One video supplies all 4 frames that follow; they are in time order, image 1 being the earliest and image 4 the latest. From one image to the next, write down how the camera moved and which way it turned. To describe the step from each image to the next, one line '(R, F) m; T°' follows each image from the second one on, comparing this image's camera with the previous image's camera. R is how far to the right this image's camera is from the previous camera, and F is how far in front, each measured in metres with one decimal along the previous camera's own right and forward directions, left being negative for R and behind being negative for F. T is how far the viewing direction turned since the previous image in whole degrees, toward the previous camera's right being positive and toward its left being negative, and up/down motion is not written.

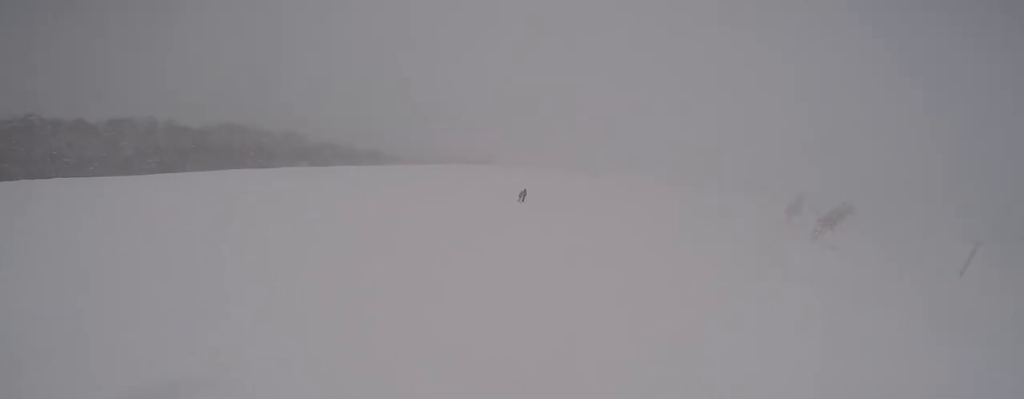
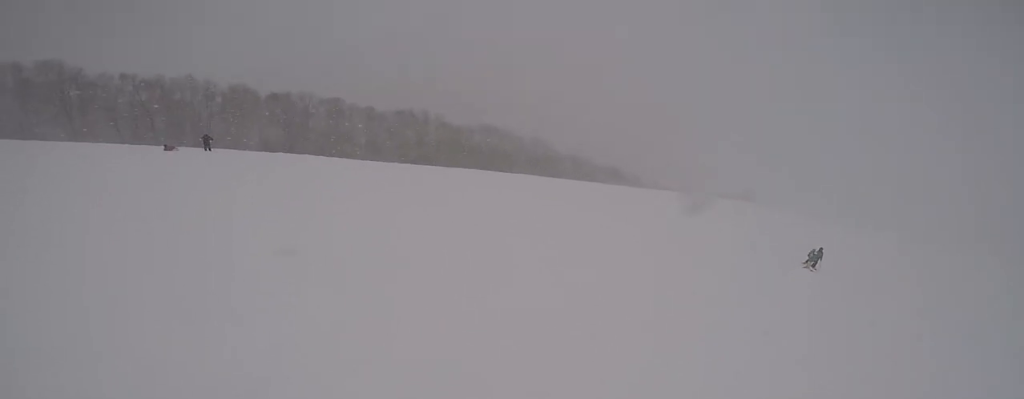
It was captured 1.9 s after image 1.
(-4.0, +10.4) m; -35°
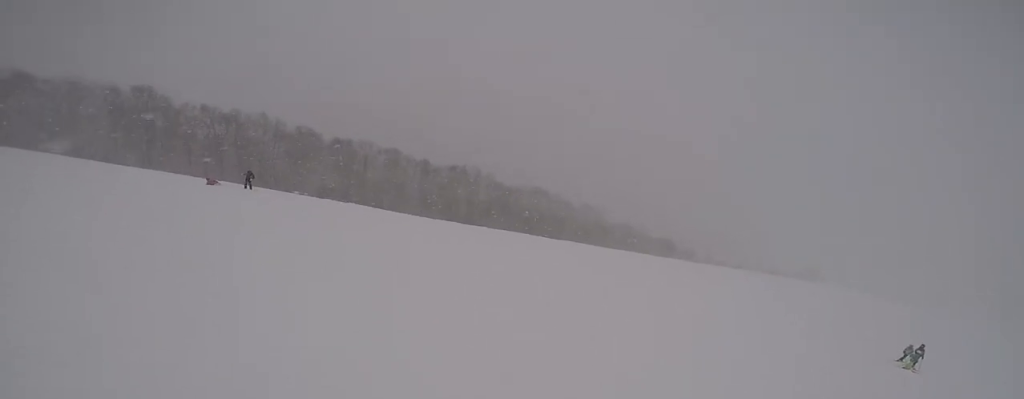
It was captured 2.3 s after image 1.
(0.0, +2.7) m; -7°
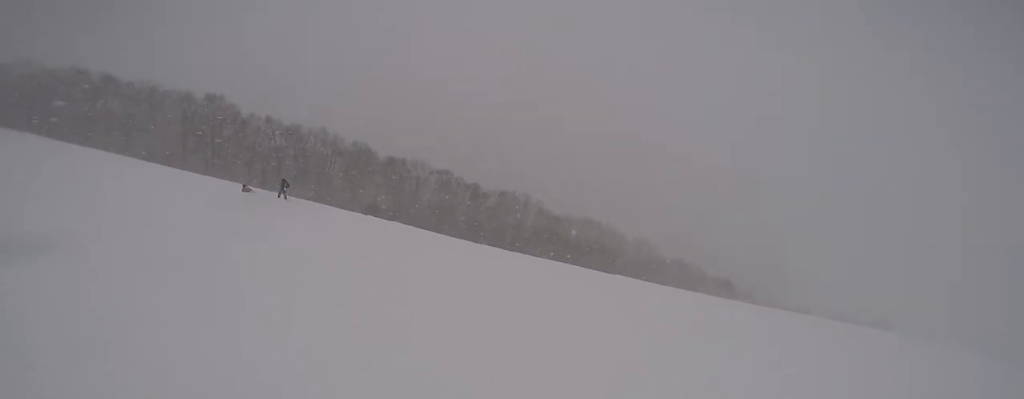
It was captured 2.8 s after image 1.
(-0.3, +2.5) m; -1°
